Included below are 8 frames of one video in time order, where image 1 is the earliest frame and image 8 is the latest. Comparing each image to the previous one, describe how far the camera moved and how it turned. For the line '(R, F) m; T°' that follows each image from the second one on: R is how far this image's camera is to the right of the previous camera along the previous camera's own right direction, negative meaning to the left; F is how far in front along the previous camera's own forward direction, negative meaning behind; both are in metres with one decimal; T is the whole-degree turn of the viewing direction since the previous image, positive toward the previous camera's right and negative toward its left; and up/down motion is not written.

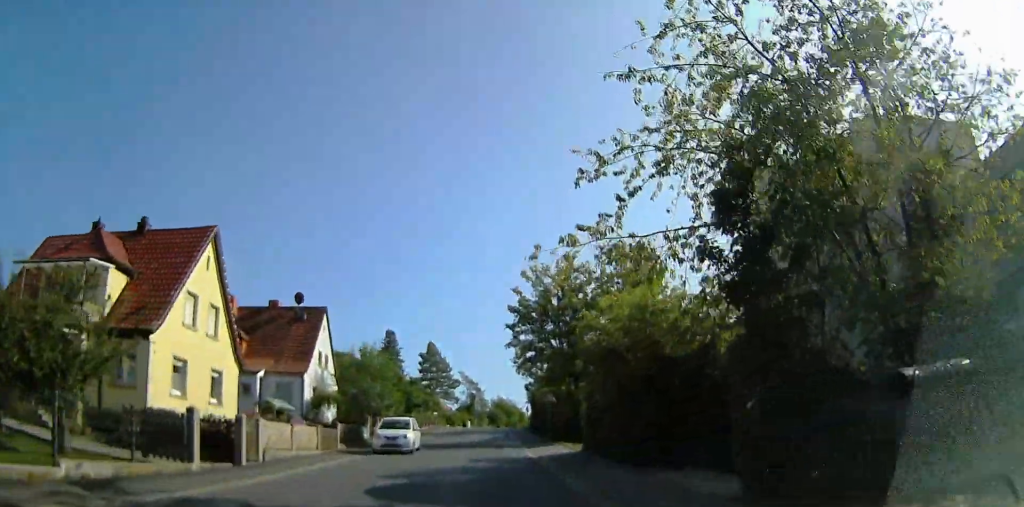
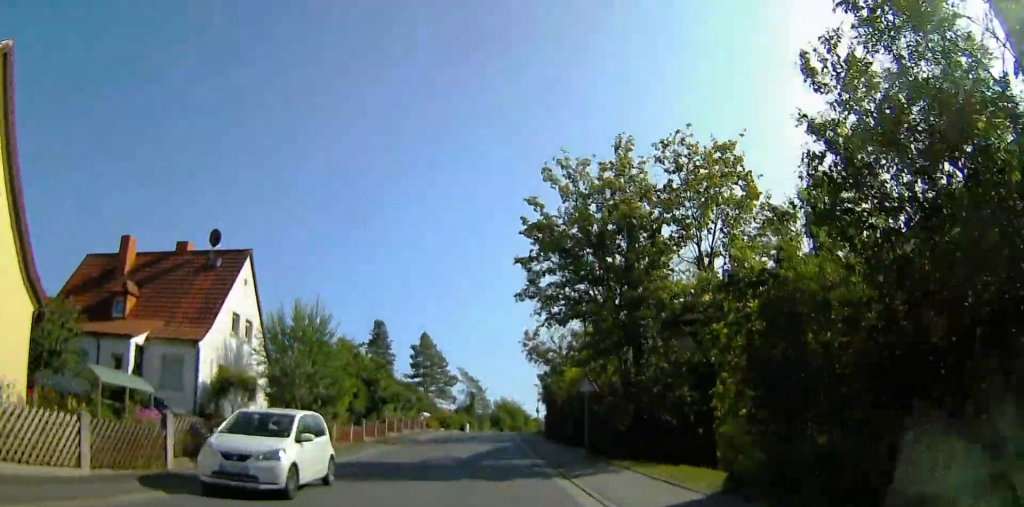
(+0.2, +14.1) m; +1°
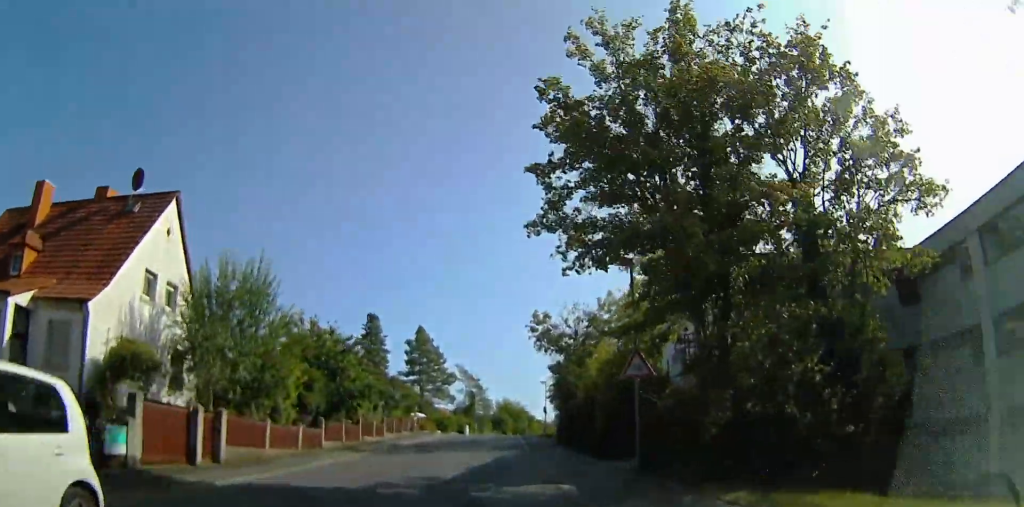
(0.0, +7.4) m; 0°
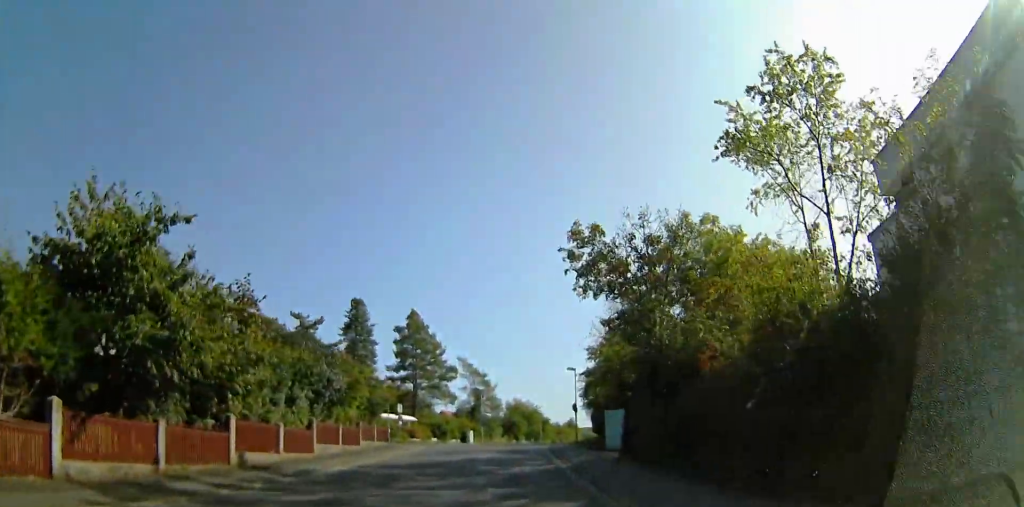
(+0.1, +15.2) m; +2°
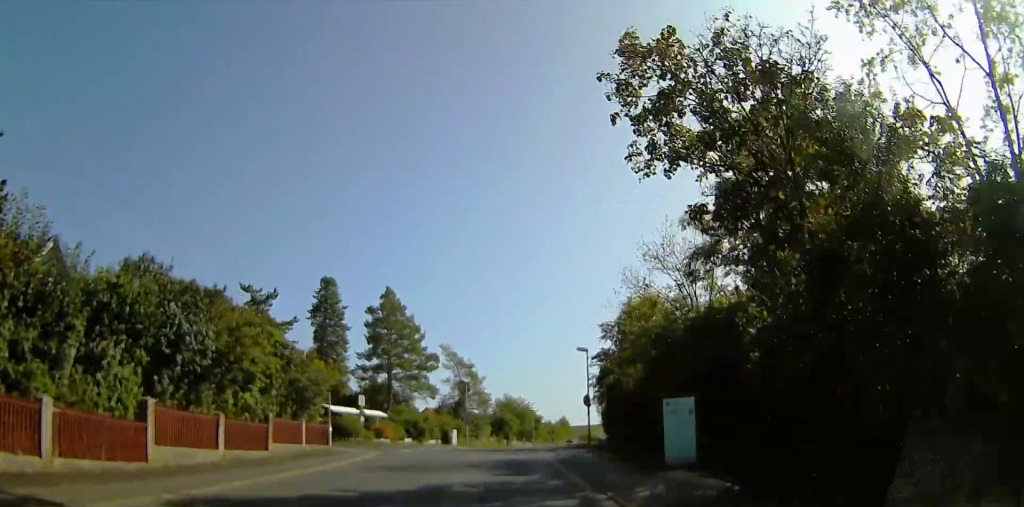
(+0.3, +9.9) m; +1°
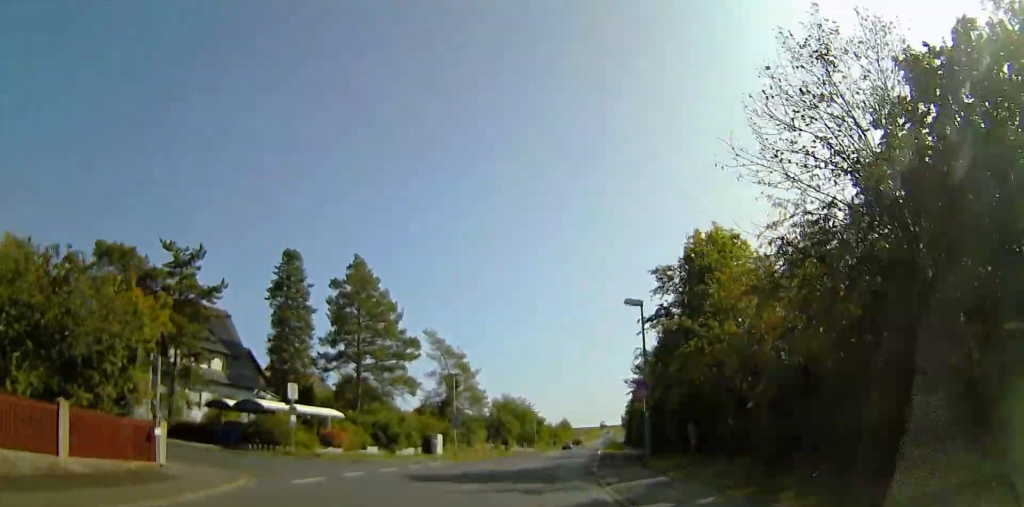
(0.0, +13.5) m; 0°
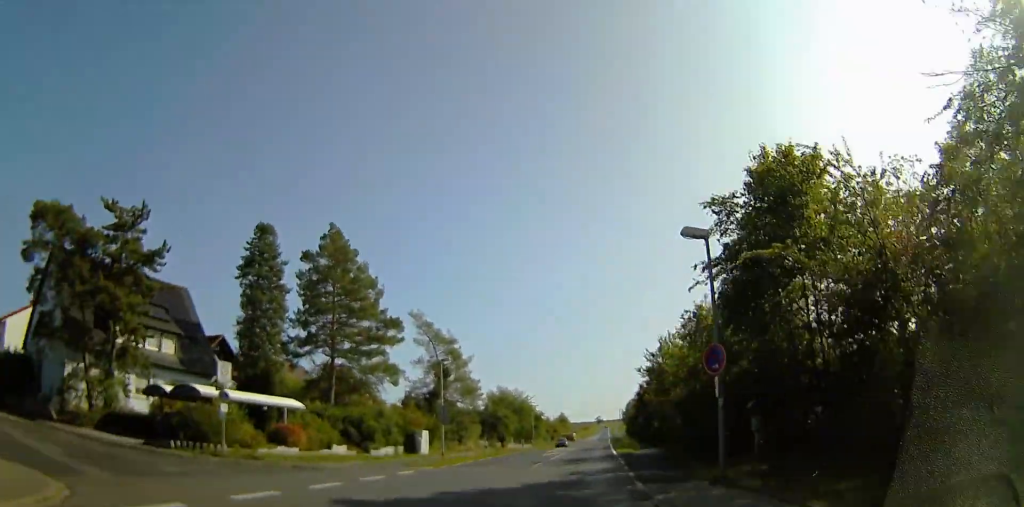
(0.0, +7.5) m; 0°
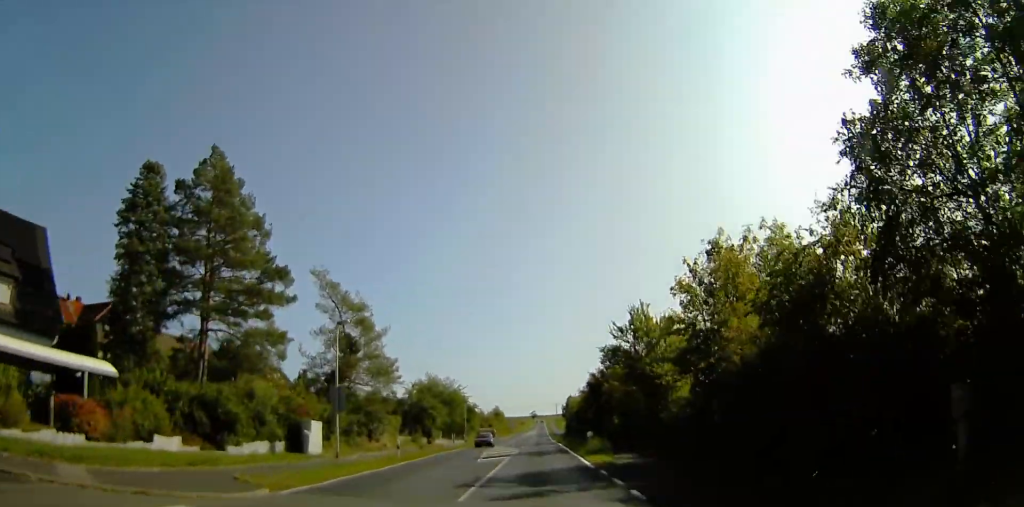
(0.0, +12.9) m; 0°
